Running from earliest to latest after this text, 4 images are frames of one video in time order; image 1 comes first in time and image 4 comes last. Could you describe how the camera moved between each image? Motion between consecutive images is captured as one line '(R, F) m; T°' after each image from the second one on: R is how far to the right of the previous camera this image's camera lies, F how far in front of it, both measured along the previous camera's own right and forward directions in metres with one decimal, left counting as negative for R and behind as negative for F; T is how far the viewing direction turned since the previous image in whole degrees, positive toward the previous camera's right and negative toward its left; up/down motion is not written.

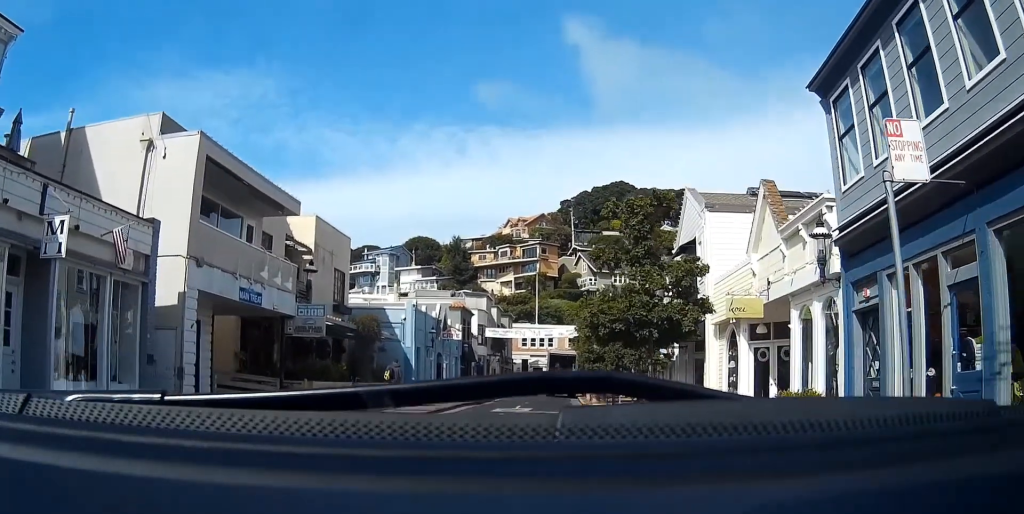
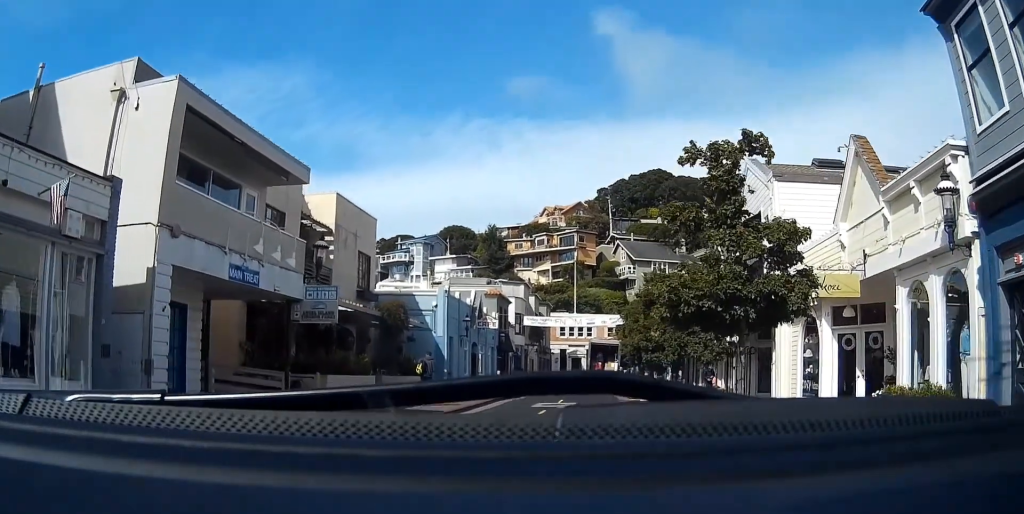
(-0.1, +2.4) m; 0°
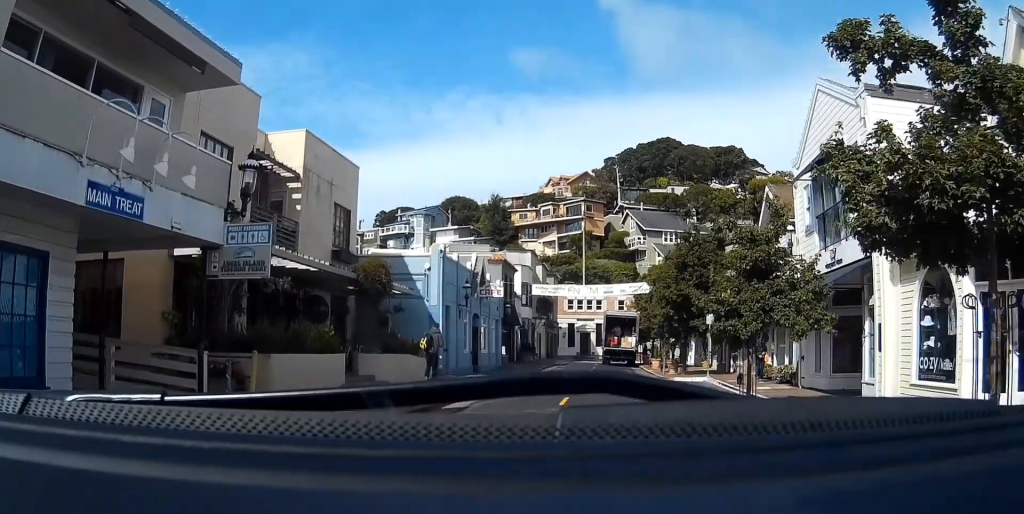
(+0.1, +4.8) m; +1°
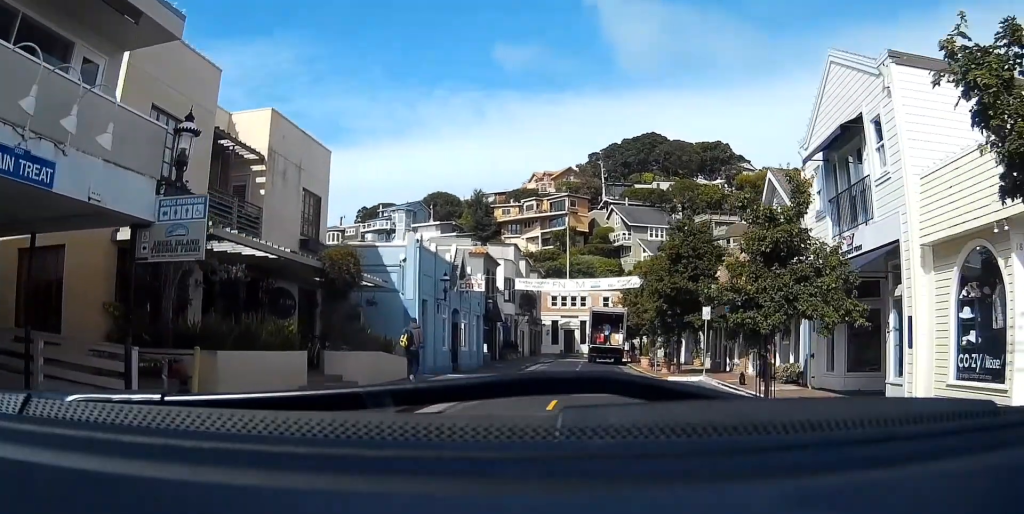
(0.0, +1.8) m; +1°
